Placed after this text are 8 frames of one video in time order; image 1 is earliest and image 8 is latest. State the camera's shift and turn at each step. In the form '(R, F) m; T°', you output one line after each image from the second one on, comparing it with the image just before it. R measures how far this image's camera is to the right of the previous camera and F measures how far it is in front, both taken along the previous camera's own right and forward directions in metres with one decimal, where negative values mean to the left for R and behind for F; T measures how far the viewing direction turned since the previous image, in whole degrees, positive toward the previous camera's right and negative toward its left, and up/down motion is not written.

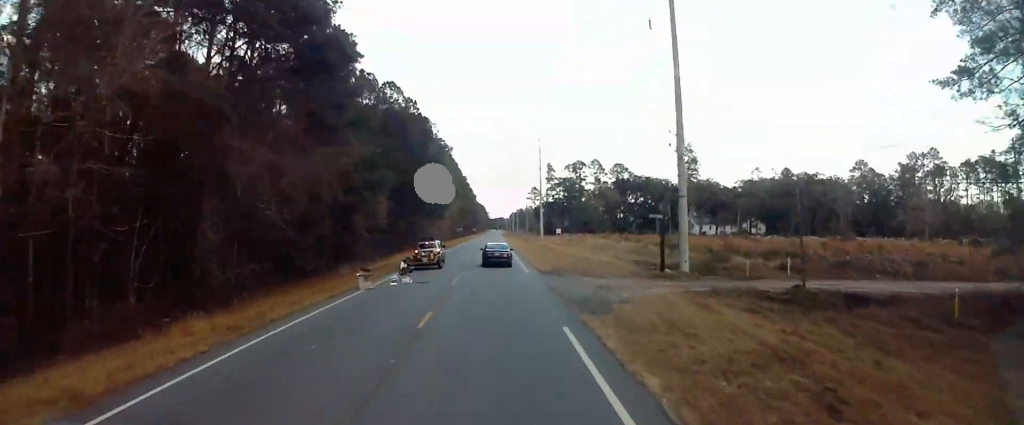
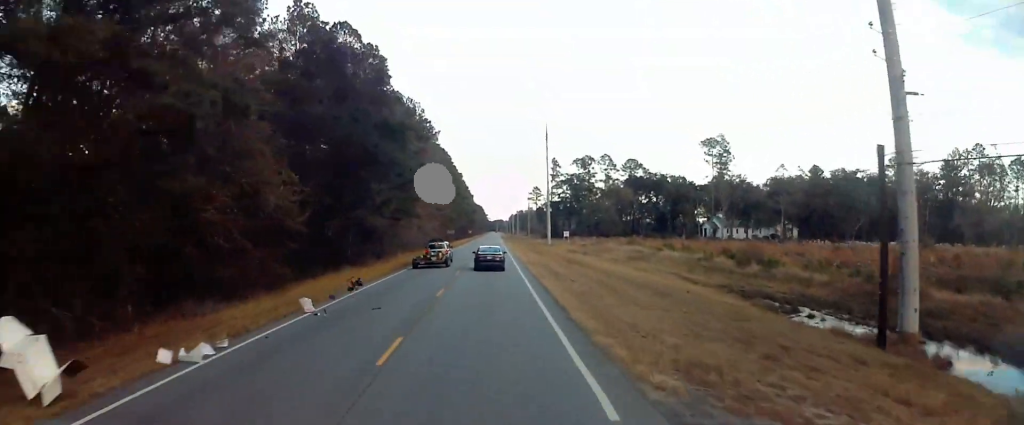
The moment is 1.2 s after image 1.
(0.0, +28.9) m; 0°
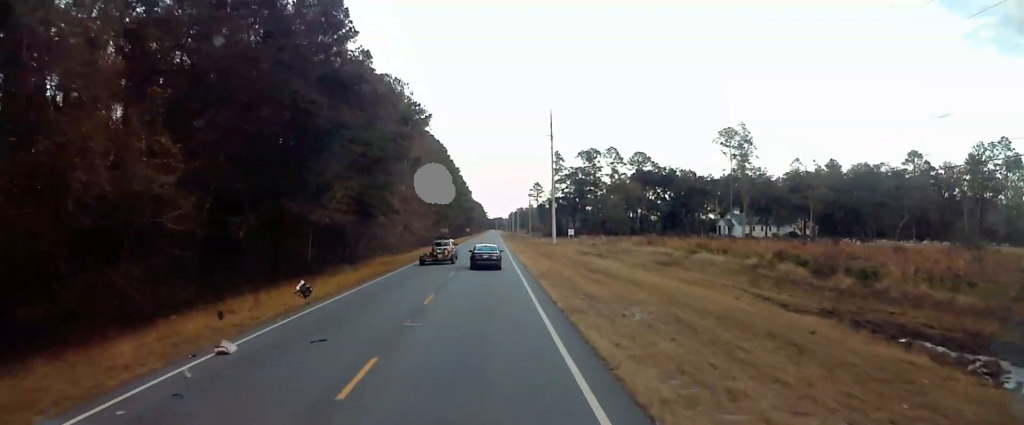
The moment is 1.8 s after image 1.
(0.0, +14.4) m; 0°
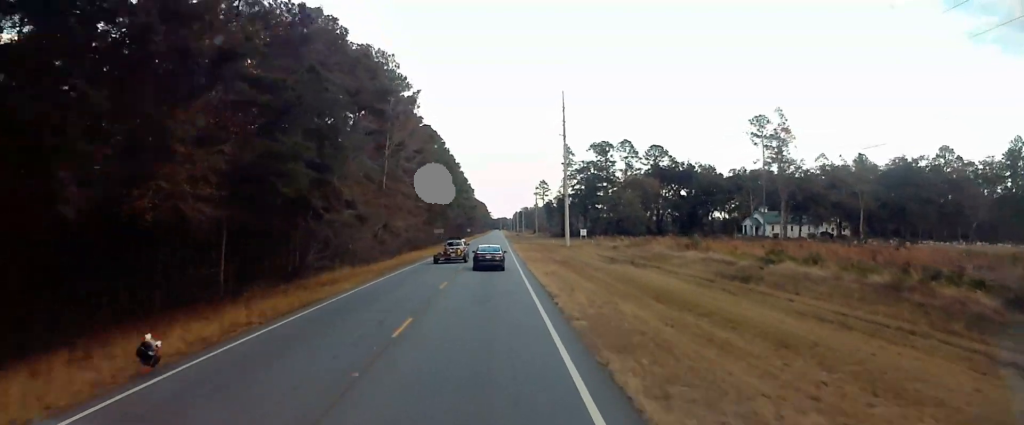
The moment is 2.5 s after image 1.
(0.0, +18.6) m; 0°
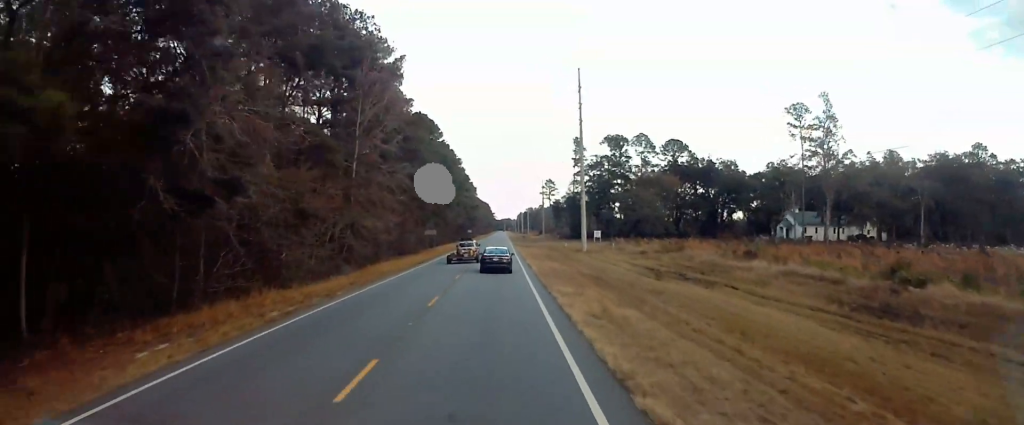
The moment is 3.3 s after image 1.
(0.0, +18.6) m; 0°
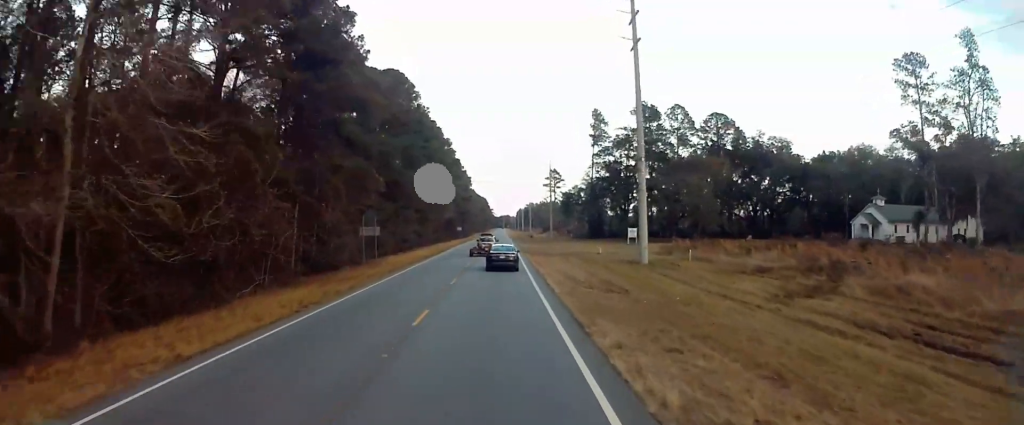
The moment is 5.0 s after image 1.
(0.0, +41.9) m; +1°
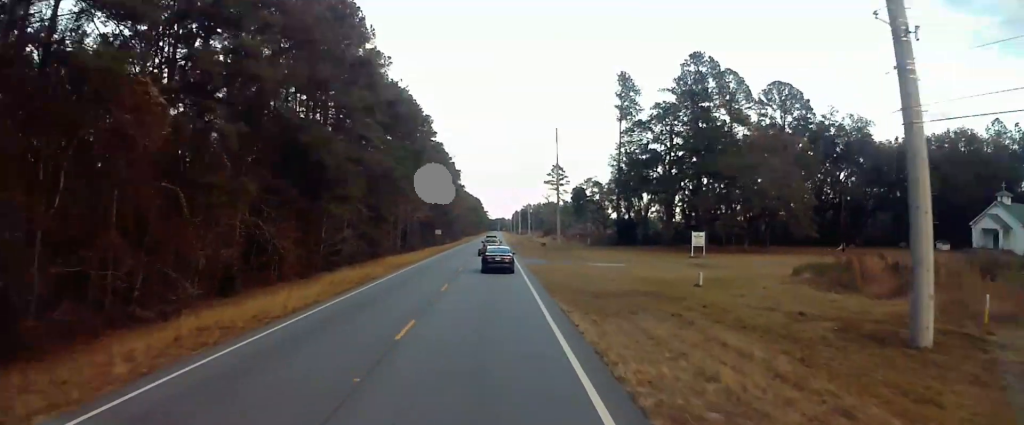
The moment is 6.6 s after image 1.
(+0.5, +39.4) m; 0°
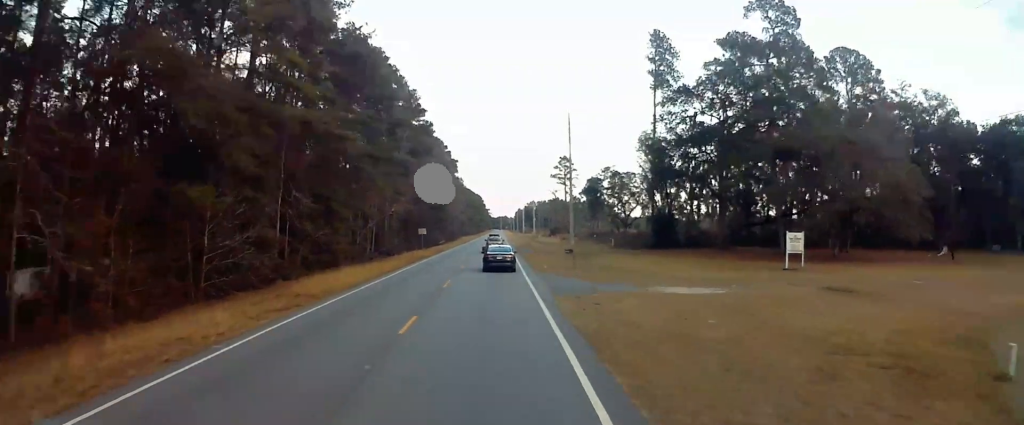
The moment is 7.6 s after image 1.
(-0.4, +24.2) m; -1°
